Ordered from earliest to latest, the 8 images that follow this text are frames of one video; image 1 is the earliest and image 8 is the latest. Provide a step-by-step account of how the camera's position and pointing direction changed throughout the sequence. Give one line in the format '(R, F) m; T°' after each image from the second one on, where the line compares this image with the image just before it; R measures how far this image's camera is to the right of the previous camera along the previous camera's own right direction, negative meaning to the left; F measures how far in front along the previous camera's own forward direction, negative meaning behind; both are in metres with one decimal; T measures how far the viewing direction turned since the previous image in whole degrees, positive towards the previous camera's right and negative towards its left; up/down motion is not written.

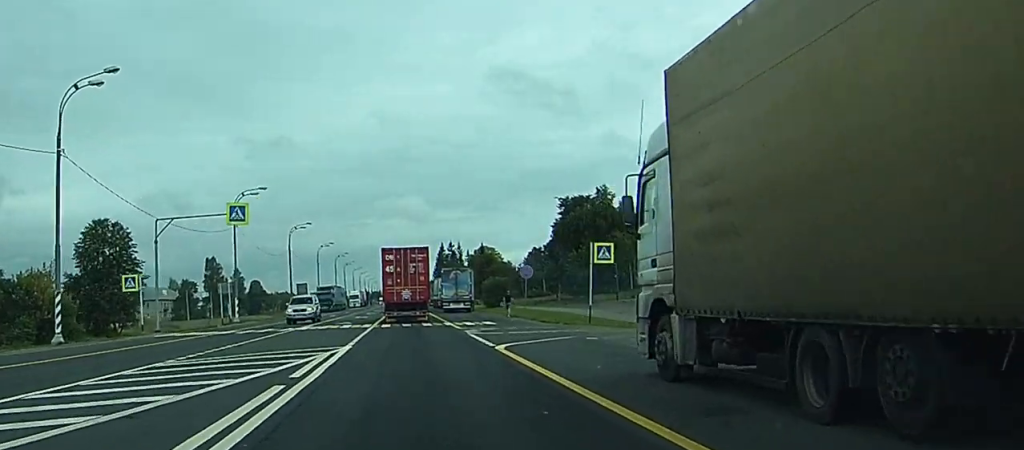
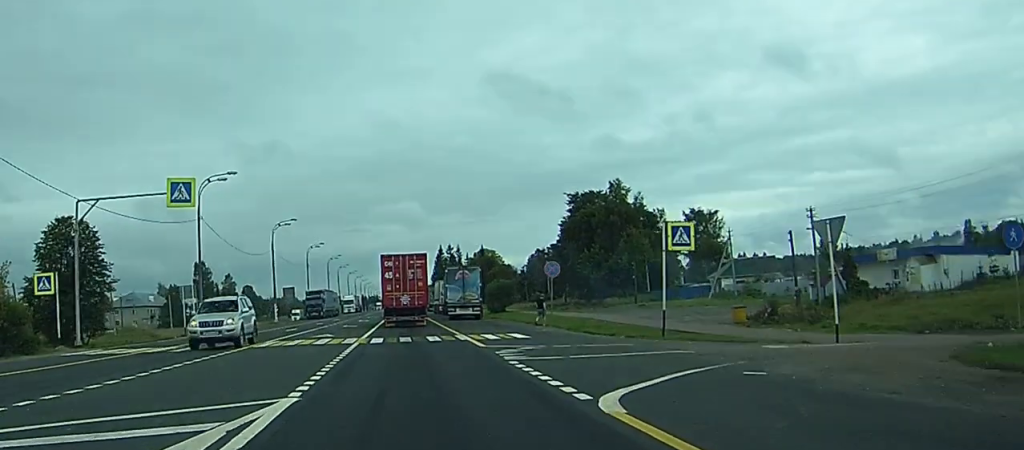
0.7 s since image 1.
(-0.1, +12.0) m; 0°
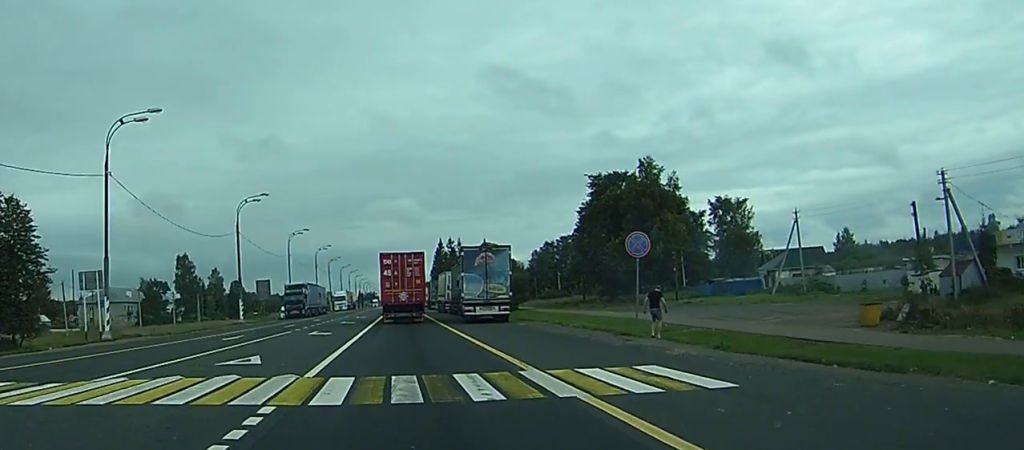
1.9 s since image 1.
(-0.1, +19.2) m; 0°
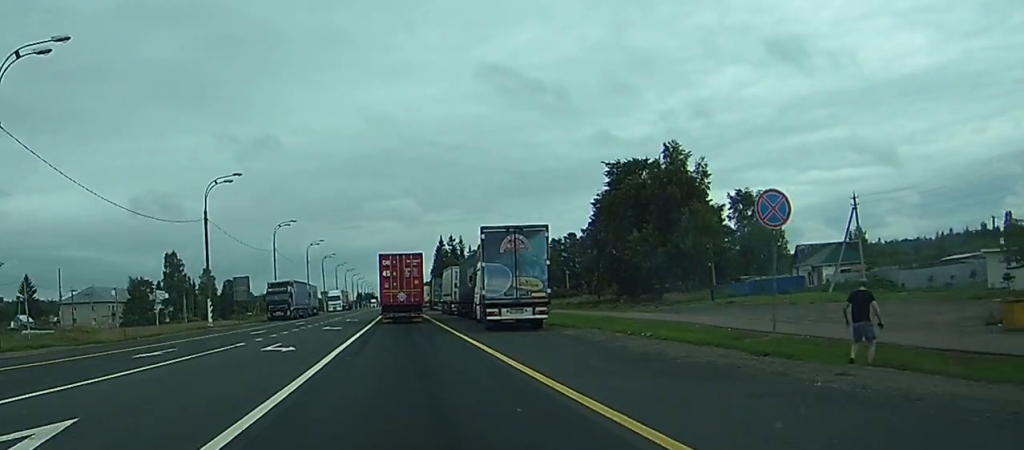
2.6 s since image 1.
(0.0, +12.1) m; 0°
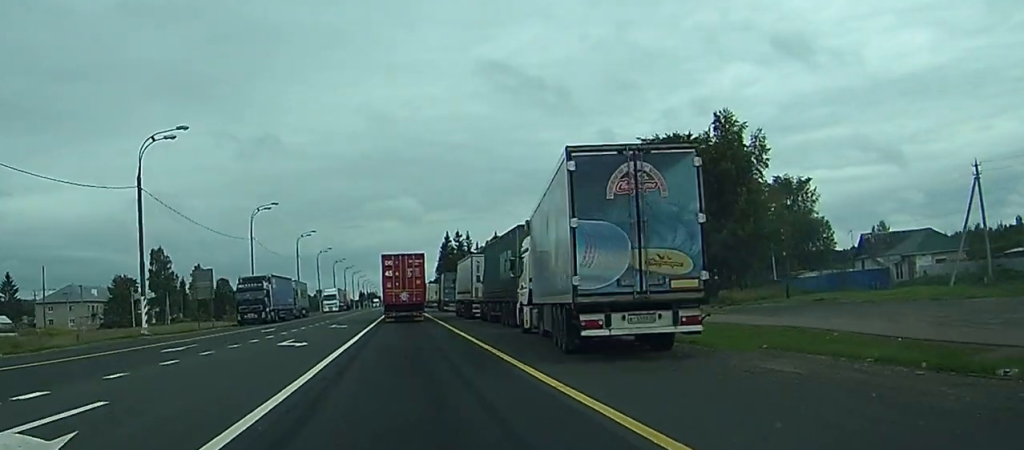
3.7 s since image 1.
(0.0, +17.0) m; 0°
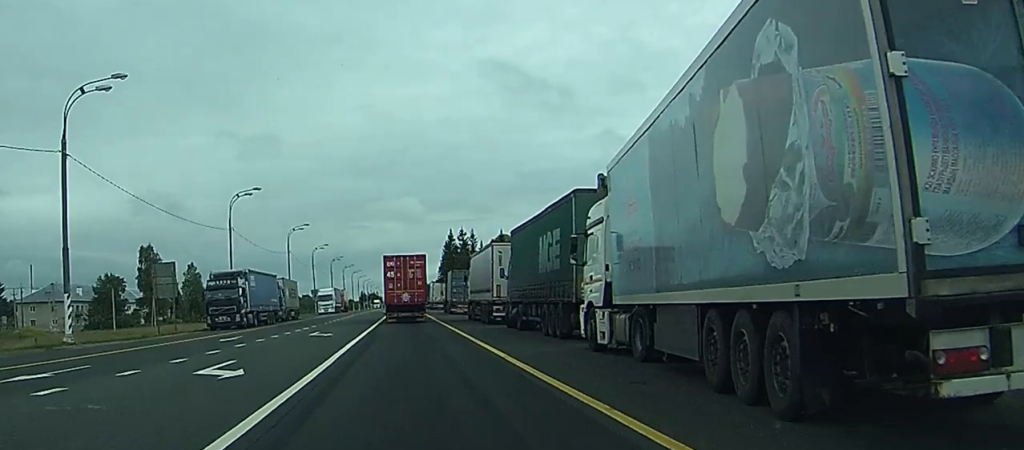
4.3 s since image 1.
(0.0, +11.0) m; 0°
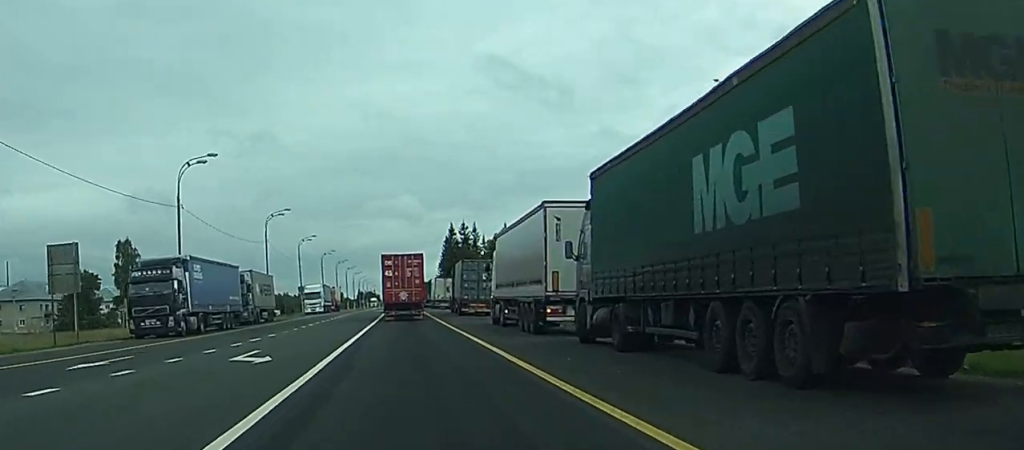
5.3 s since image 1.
(-0.1, +15.8) m; 0°
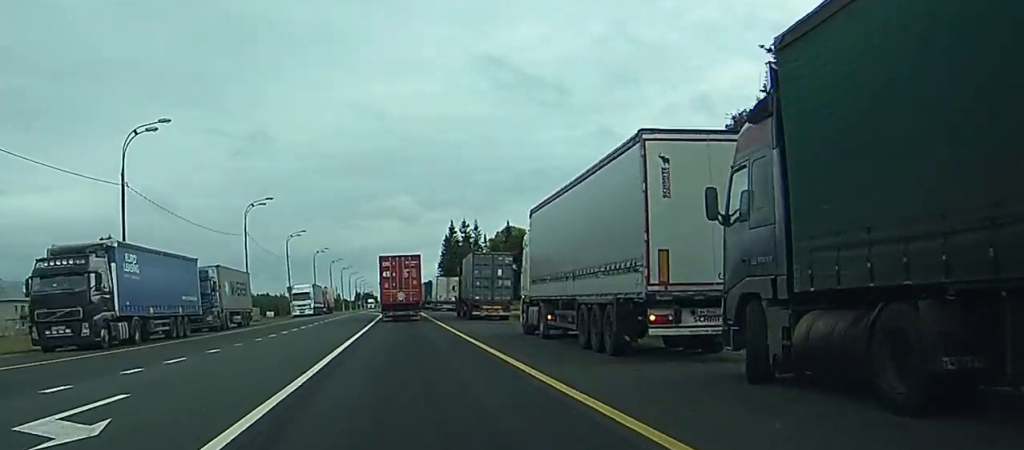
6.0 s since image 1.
(-0.1, +10.9) m; 0°
